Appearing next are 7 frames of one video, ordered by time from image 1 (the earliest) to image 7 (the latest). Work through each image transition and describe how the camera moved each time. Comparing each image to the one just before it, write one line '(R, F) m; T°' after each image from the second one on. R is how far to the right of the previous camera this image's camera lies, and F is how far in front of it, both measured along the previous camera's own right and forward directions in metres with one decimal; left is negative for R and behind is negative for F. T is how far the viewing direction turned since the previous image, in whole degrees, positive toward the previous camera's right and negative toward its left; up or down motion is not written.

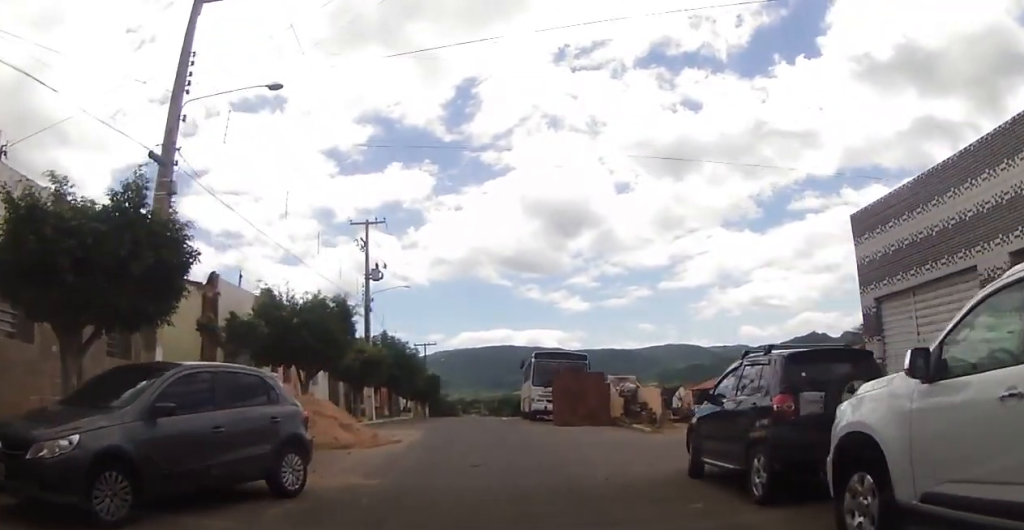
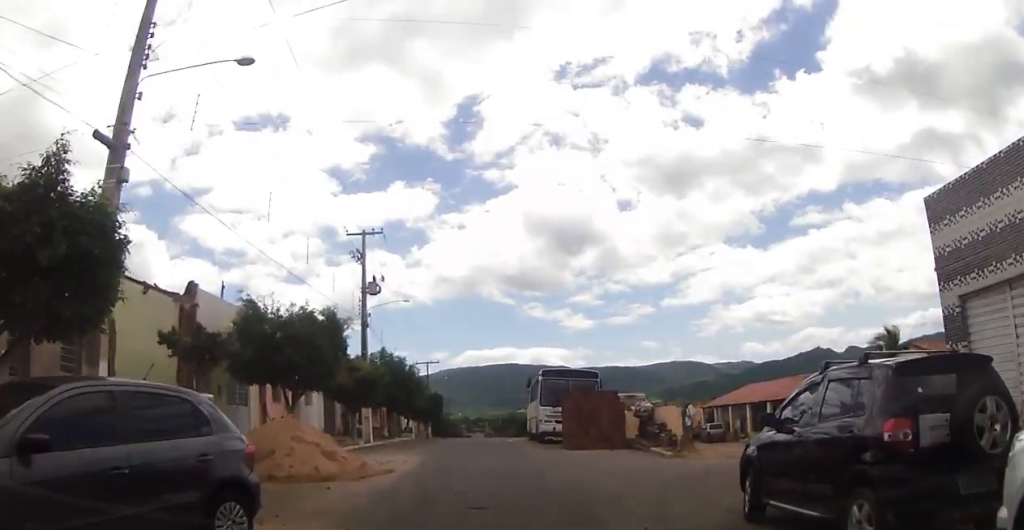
(0.0, +2.2) m; 0°
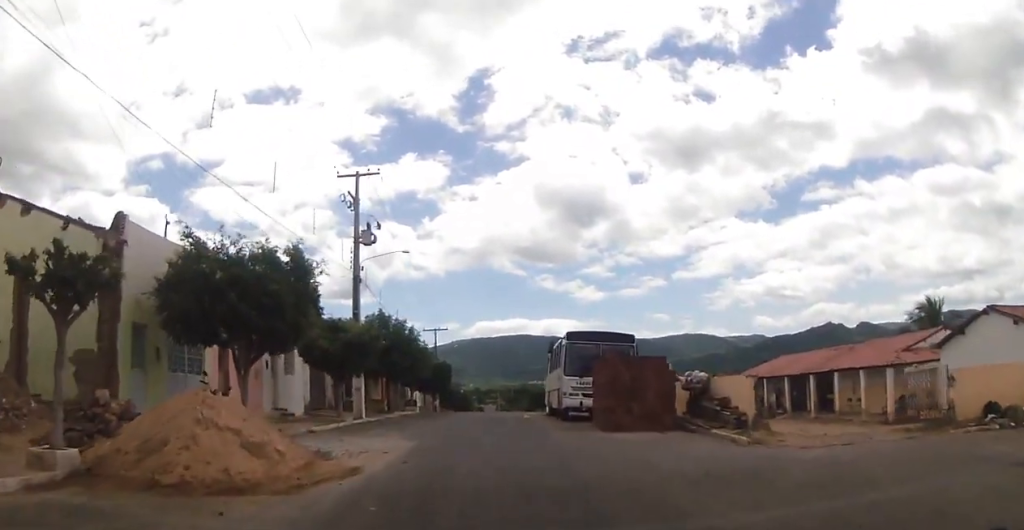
(0.0, +5.4) m; 0°
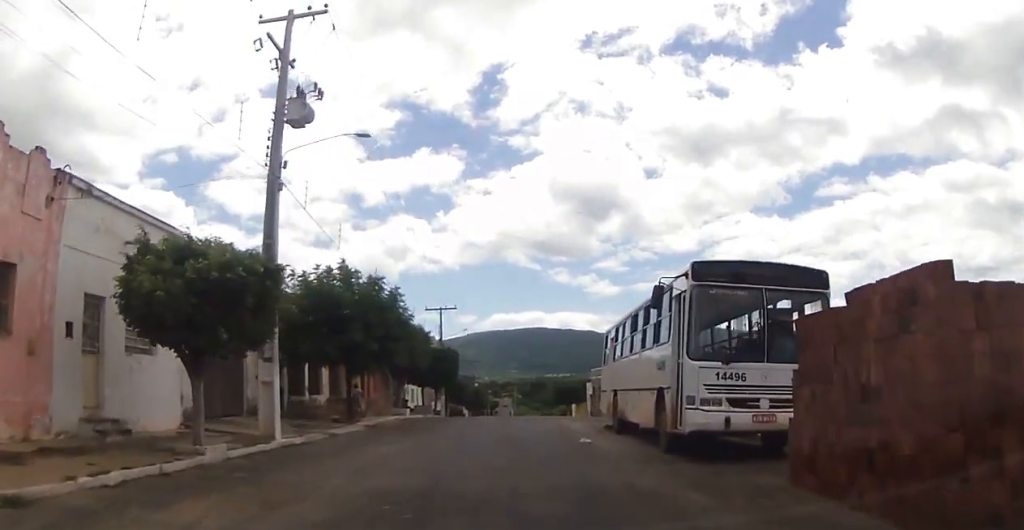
(+0.3, +11.6) m; +3°
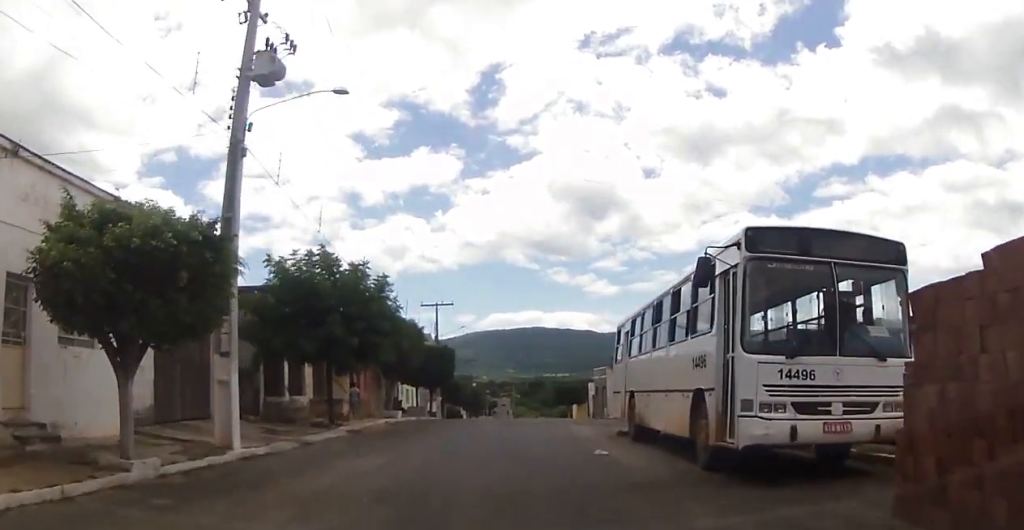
(0.0, +2.2) m; 0°
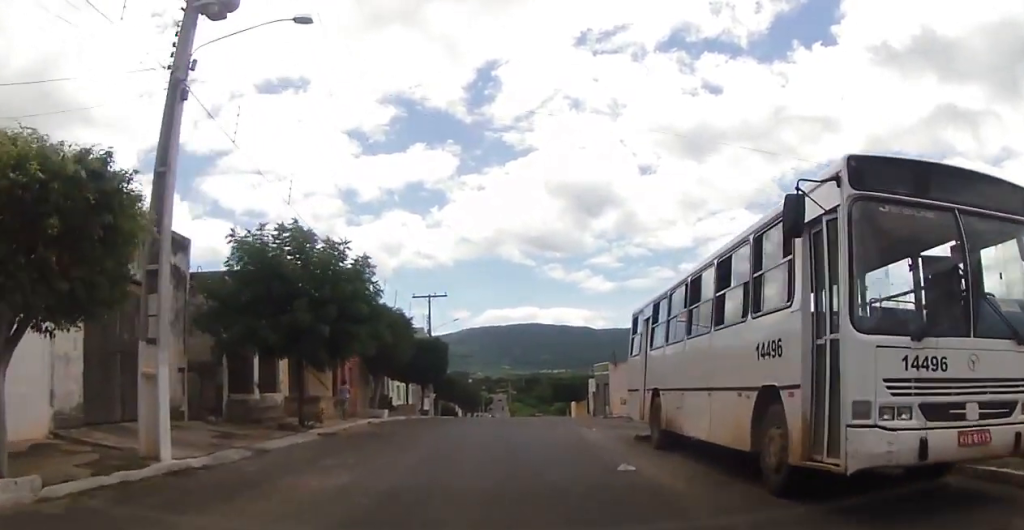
(0.0, +2.6) m; 0°
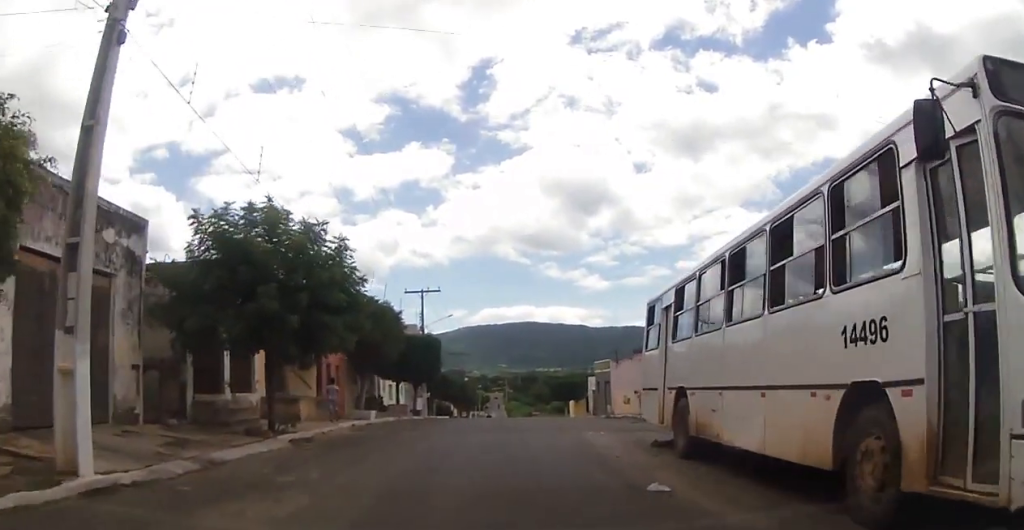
(0.0, +2.0) m; 0°
